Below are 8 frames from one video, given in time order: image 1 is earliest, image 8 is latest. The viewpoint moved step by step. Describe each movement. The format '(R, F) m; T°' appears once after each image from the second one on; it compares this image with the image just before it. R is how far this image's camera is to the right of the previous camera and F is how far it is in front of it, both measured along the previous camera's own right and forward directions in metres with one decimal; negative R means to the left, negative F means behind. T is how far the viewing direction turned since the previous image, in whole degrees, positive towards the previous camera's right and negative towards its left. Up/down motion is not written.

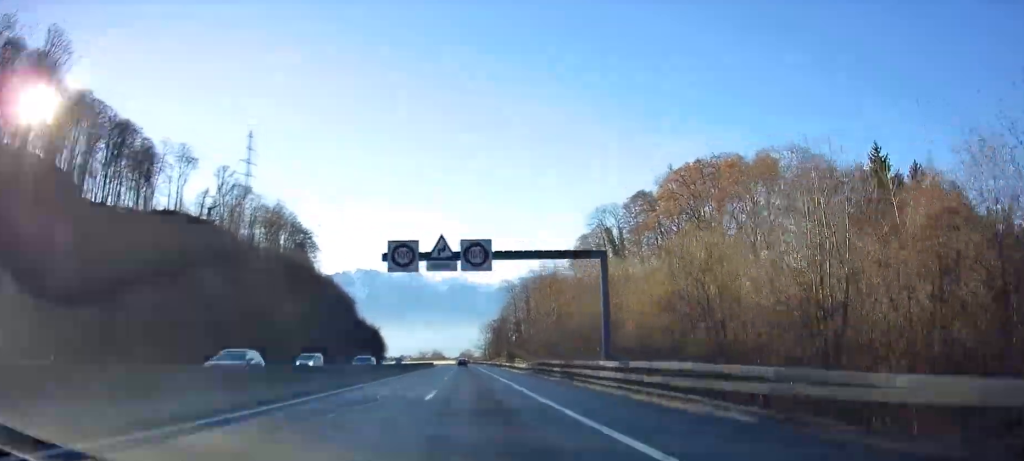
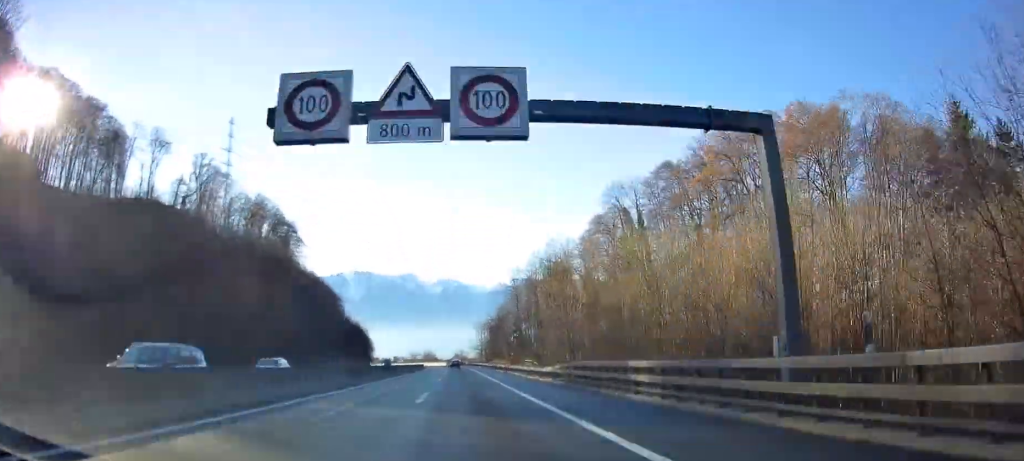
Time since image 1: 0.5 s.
(0.0, +18.2) m; 0°
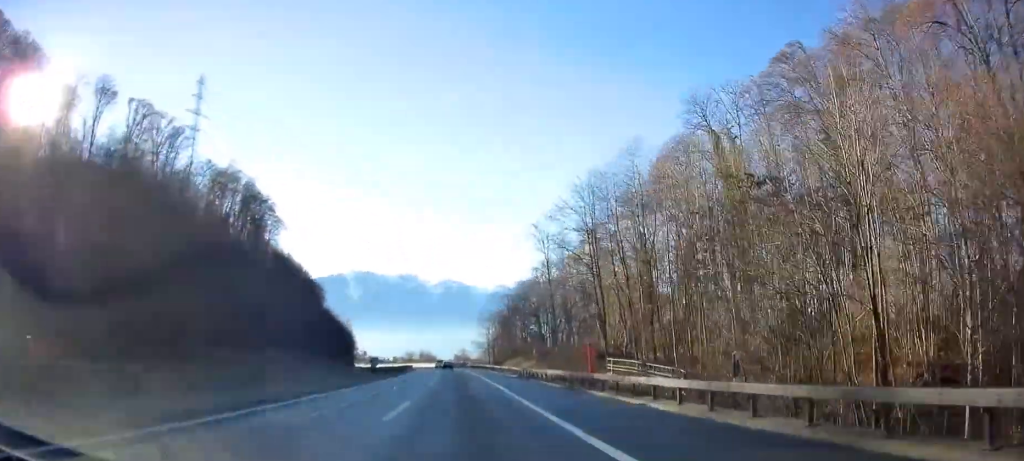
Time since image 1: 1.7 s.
(0.0, +40.9) m; 0°
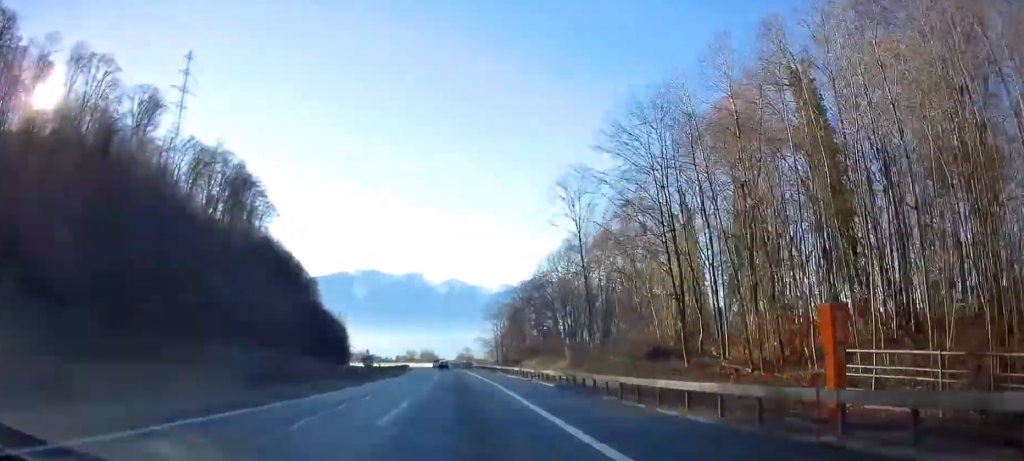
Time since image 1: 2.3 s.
(0.0, +19.3) m; 0°
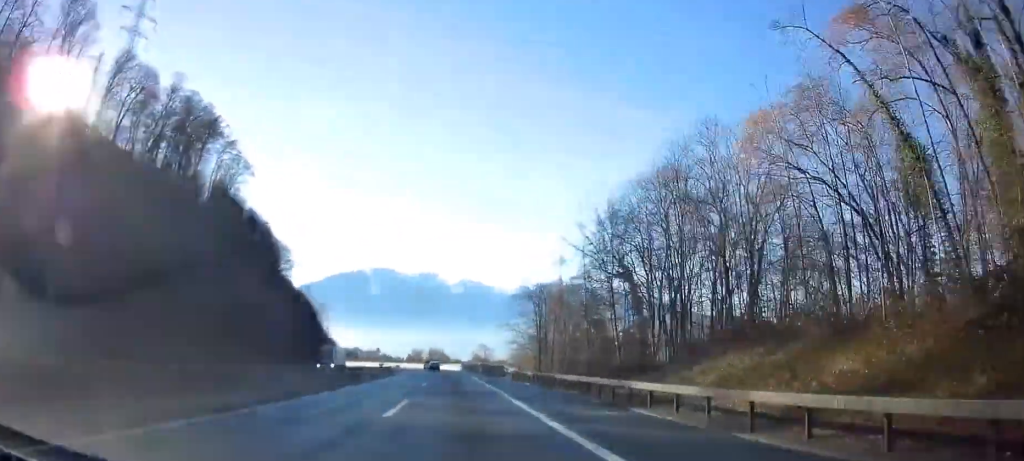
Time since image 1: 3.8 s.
(-0.2, +50.7) m; -1°
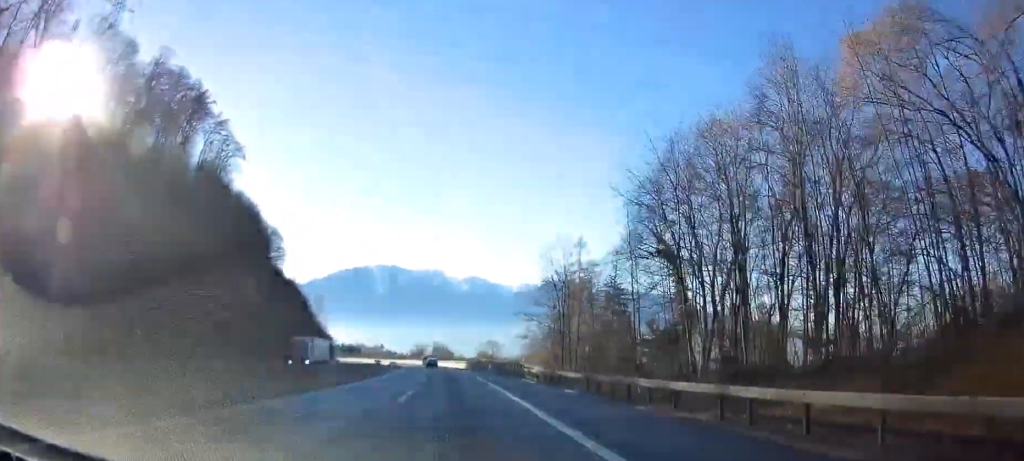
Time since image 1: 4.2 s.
(-0.1, +14.6) m; -1°
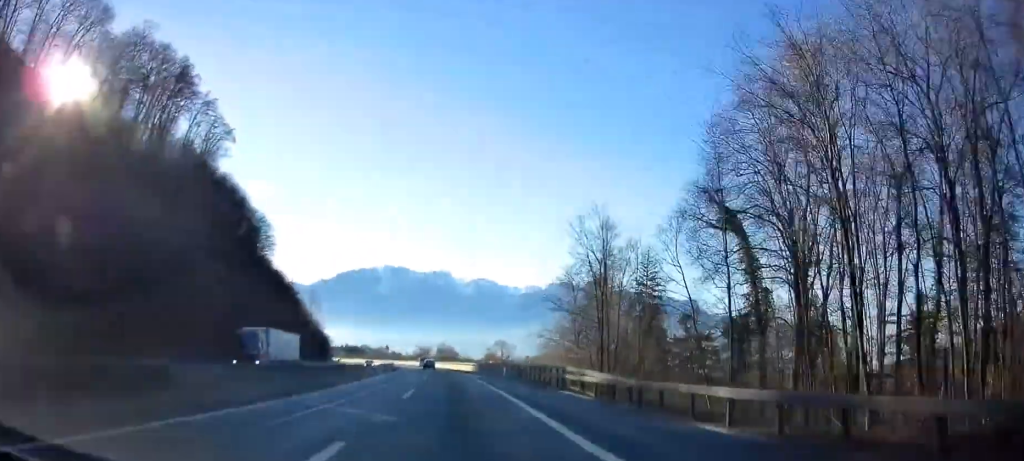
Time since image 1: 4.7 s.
(-0.1, +14.6) m; -1°
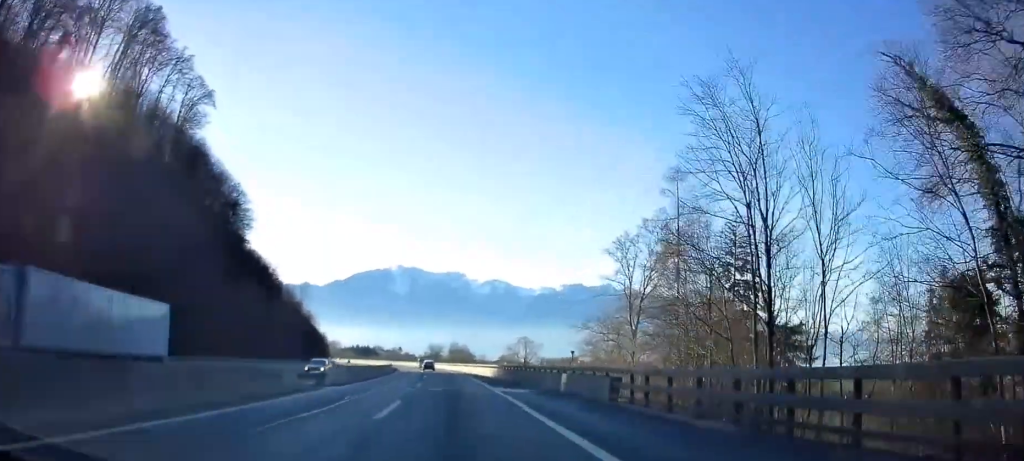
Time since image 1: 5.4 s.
(-0.3, +25.8) m; -1°
